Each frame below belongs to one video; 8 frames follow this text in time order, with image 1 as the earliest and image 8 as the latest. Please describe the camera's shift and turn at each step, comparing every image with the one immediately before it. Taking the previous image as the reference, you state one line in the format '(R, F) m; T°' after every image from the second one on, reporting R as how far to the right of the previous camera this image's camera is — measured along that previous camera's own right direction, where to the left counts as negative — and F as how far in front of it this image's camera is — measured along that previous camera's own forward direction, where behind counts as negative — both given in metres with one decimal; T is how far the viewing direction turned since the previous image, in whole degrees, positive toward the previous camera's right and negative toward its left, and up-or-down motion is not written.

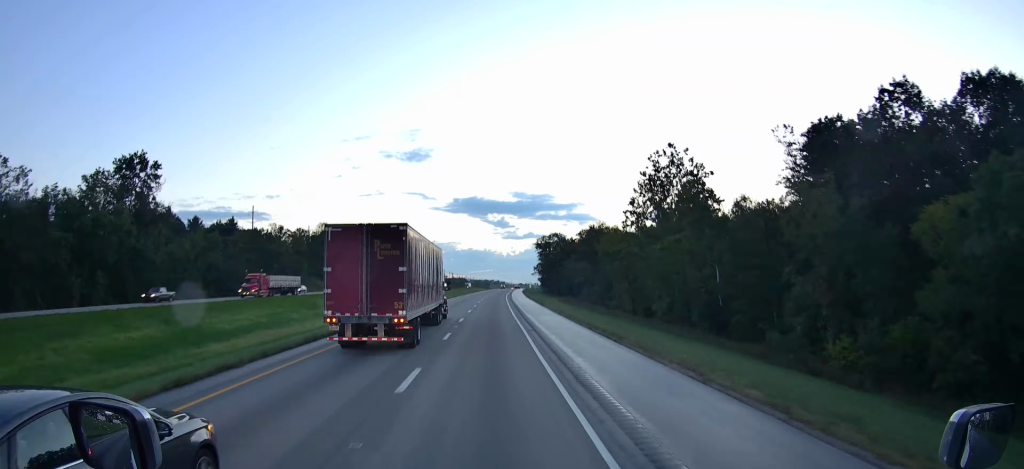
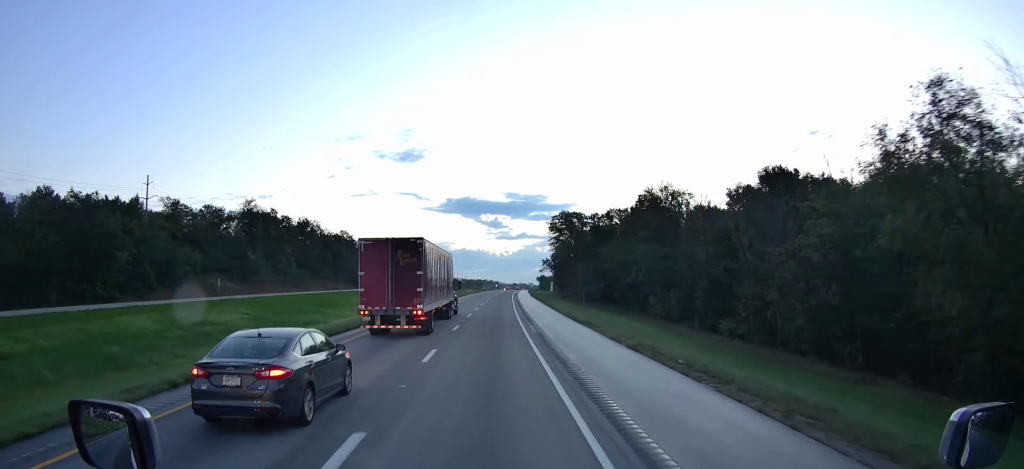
(+0.7, +67.5) m; +1°
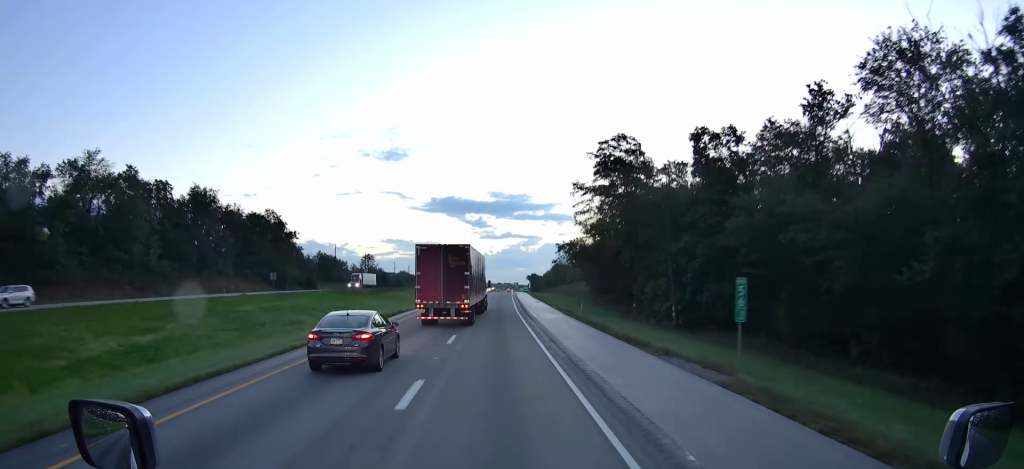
(+0.4, +67.6) m; +1°
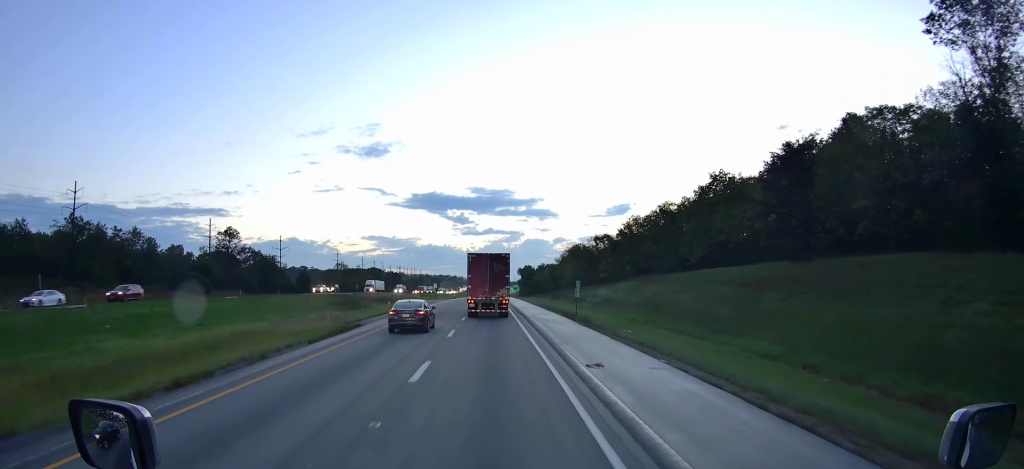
(+2.8, +129.8) m; +2°
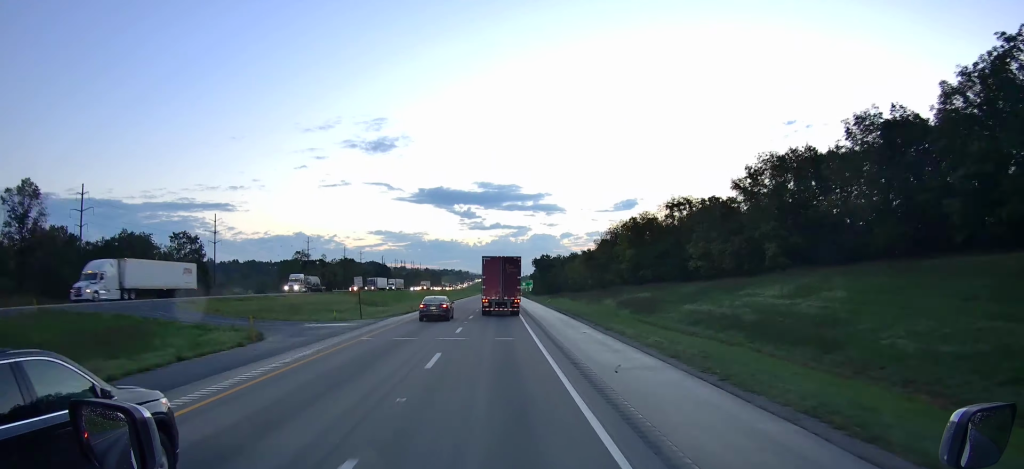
(0.0, +70.7) m; 0°
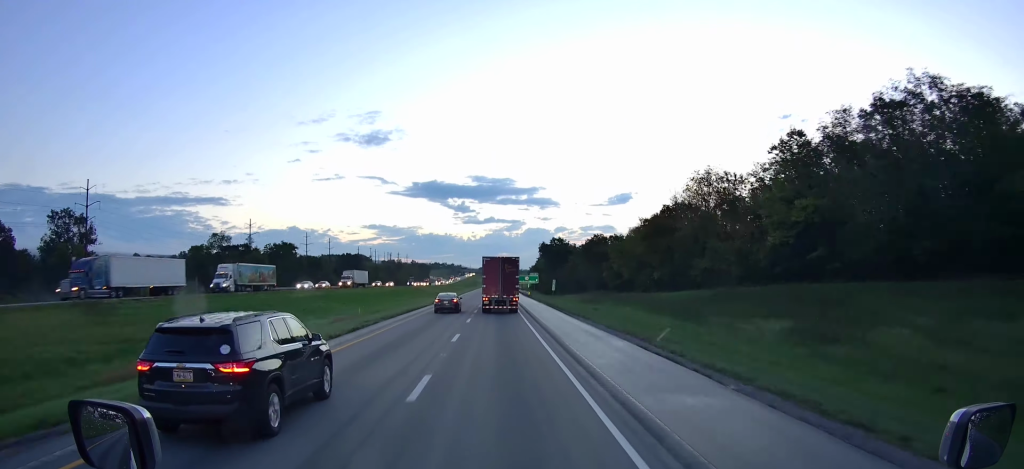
(-0.1, +65.0) m; 0°
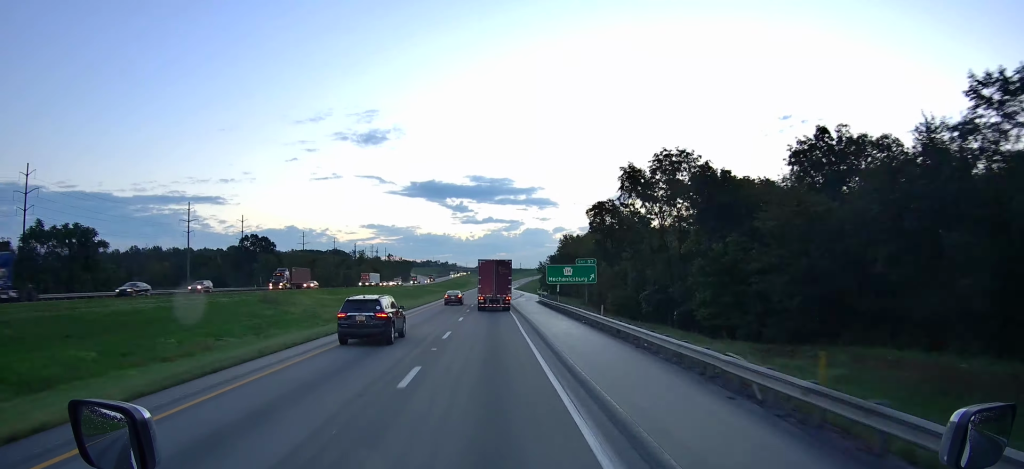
(+0.4, +119.1) m; 0°
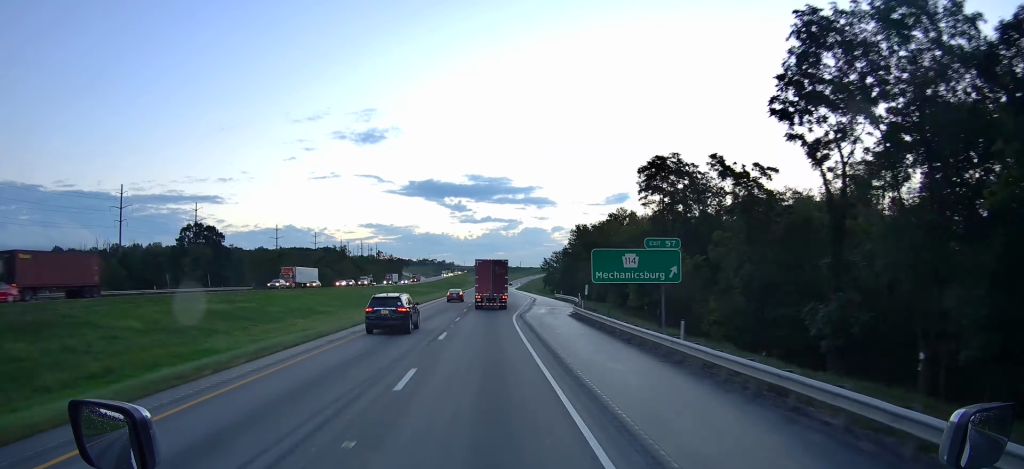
(0.0, +36.8) m; 0°
